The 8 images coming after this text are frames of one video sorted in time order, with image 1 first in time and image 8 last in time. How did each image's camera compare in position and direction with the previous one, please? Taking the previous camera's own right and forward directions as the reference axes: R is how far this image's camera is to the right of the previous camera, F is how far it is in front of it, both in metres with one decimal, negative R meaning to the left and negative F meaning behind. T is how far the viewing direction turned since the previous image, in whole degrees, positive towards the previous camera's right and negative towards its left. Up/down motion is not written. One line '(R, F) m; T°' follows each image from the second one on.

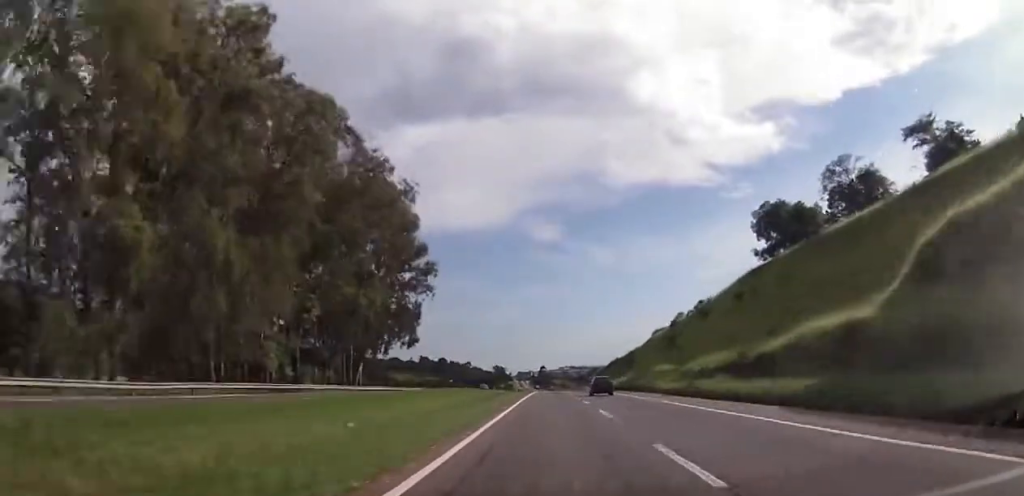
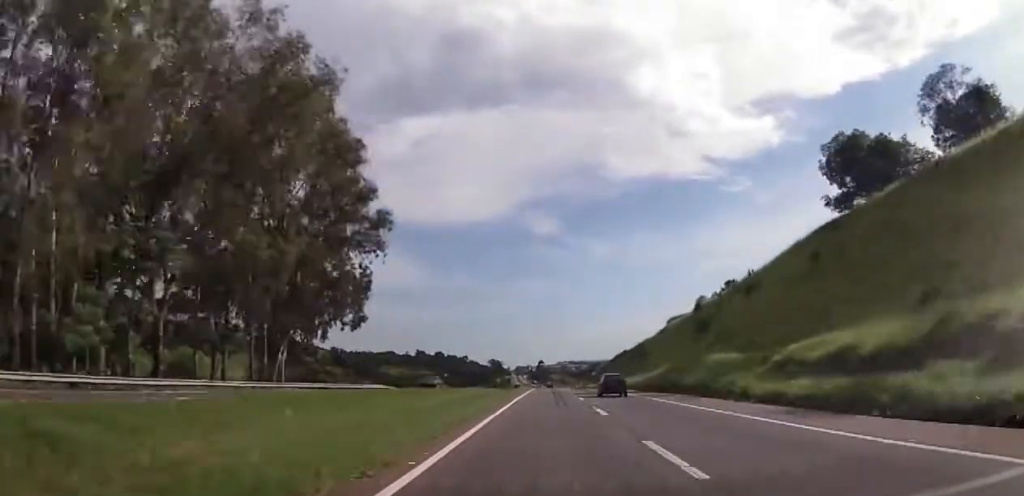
(+0.1, +23.5) m; 0°
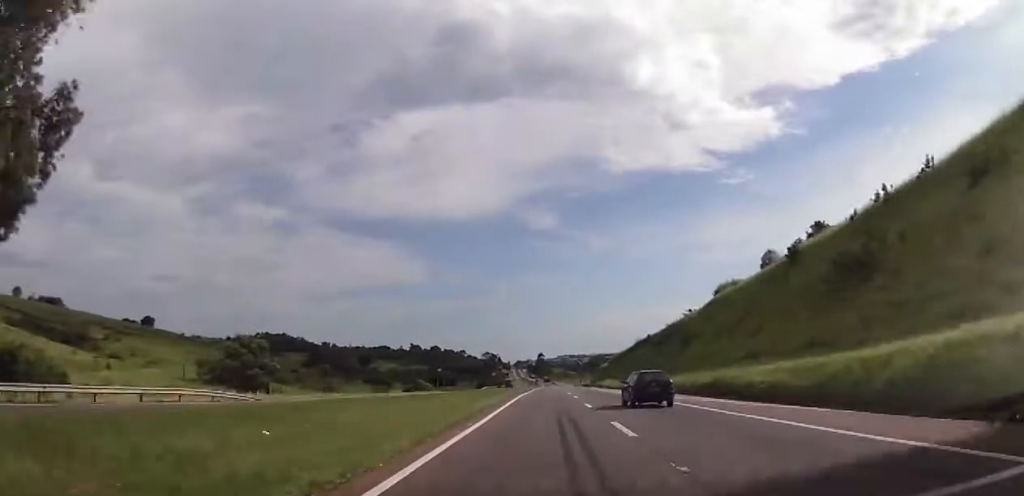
(+0.1, +39.8) m; 0°
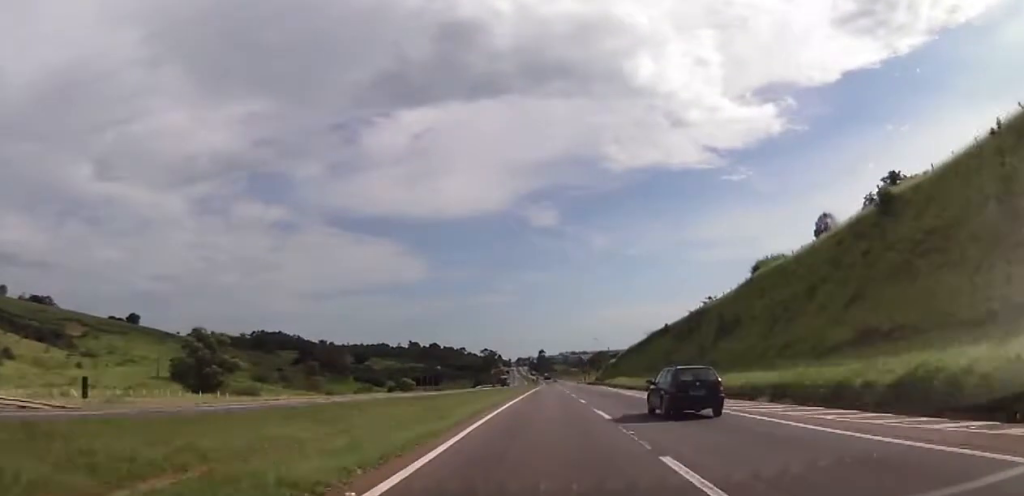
(0.0, +17.0) m; 0°
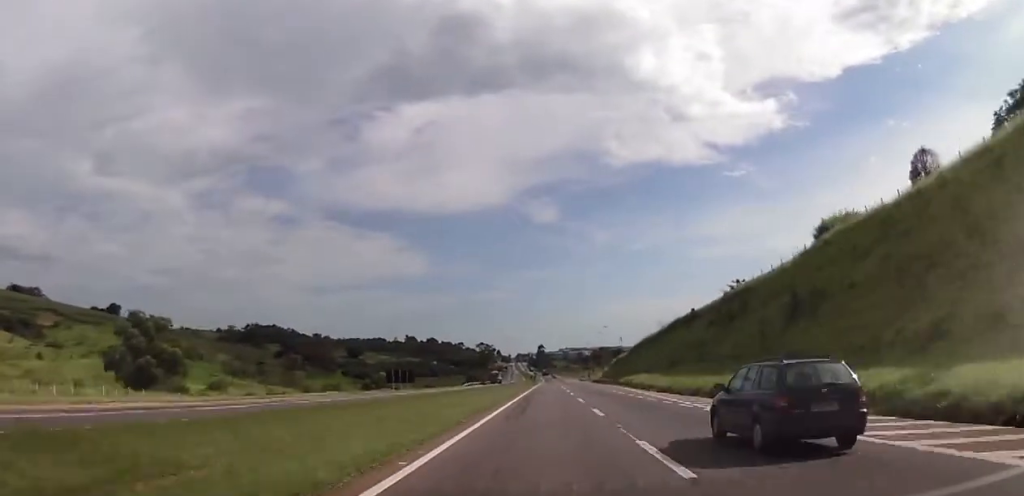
(0.0, +19.1) m; 0°
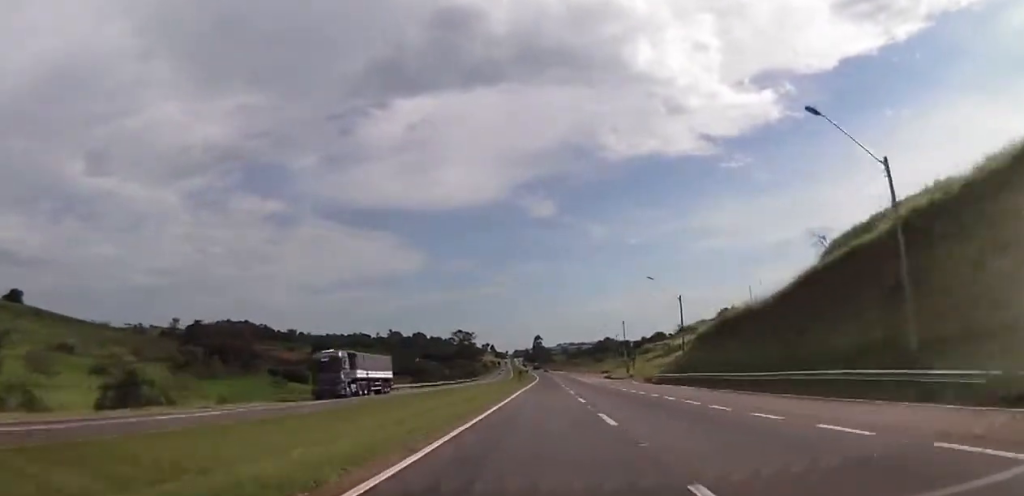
(-0.5, +88.2) m; 0°
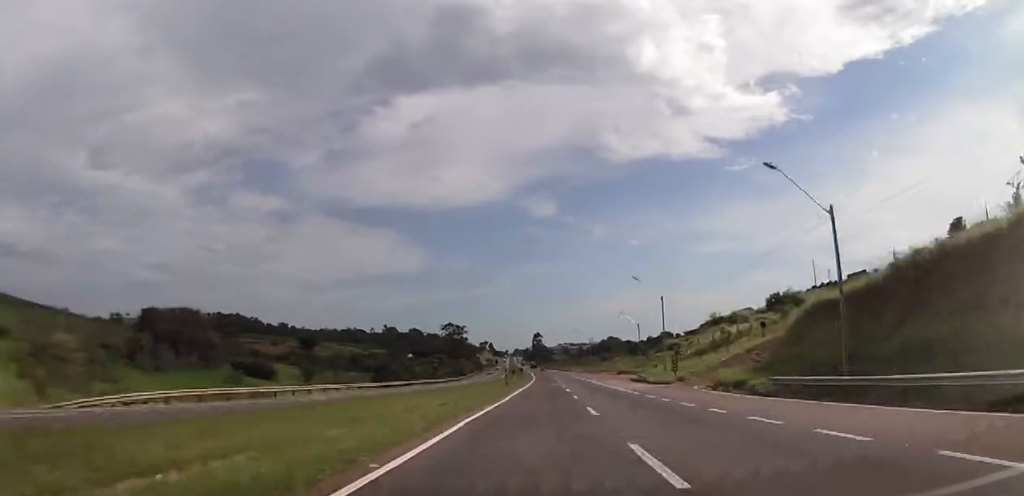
(+0.2, +33.4) m; 0°
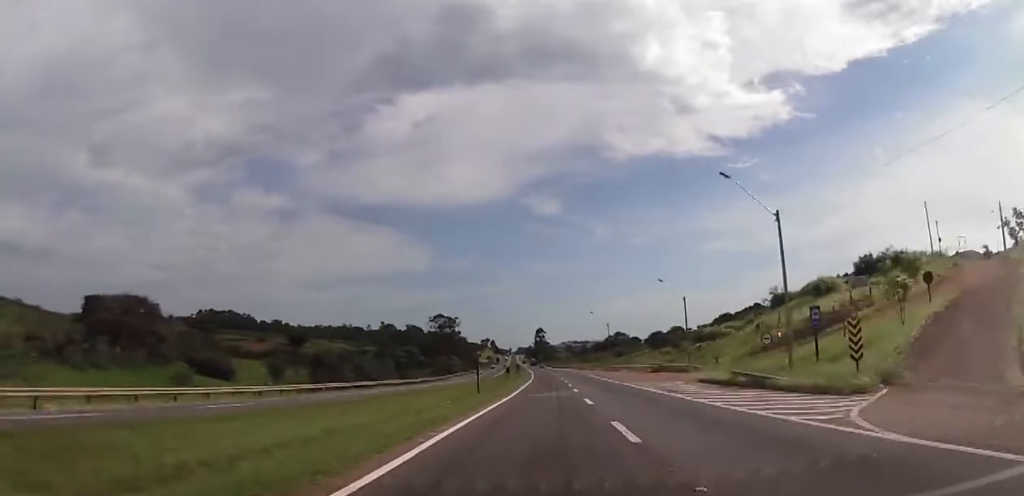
(-0.1, +34.2) m; 0°
